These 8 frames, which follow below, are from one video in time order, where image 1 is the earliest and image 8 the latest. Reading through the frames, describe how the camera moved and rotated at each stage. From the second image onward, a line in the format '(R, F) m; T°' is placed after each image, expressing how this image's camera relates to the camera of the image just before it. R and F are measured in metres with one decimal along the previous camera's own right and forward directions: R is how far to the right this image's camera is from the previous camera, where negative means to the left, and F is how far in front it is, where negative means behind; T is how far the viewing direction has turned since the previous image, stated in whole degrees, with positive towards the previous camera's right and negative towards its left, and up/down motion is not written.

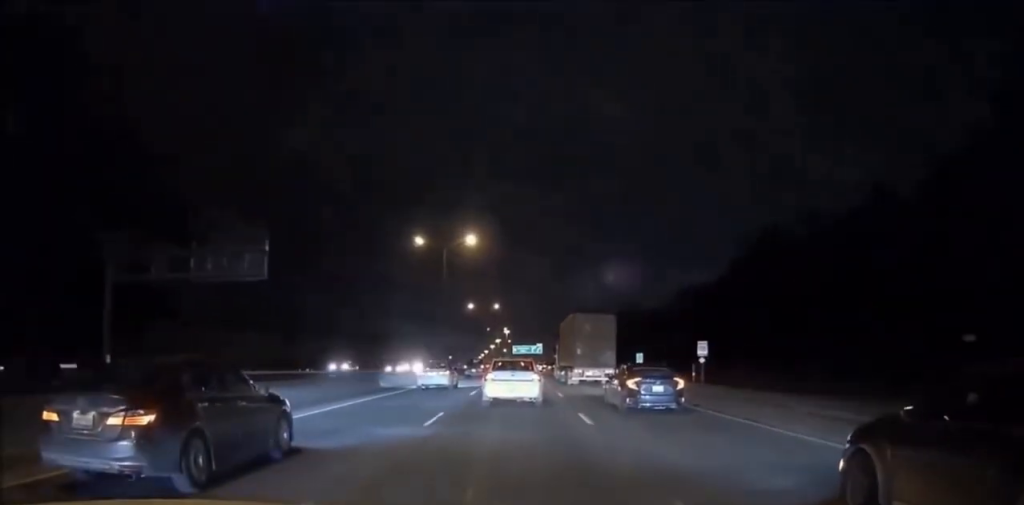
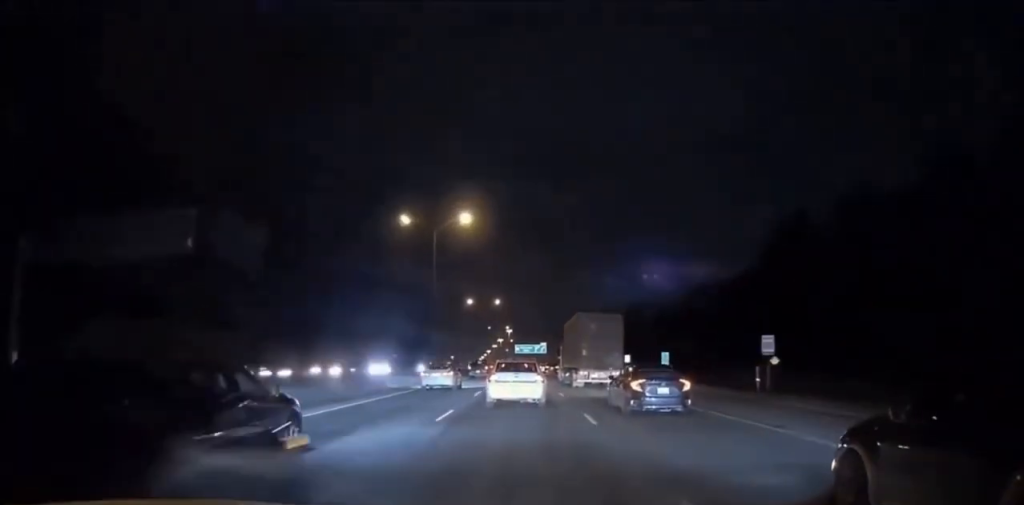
(0.0, +11.3) m; 0°
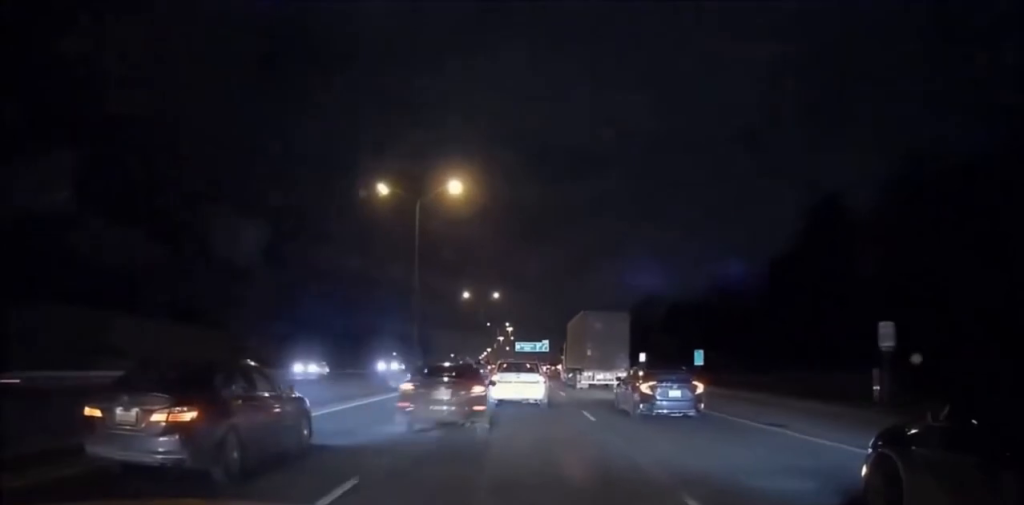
(0.0, +11.6) m; 0°
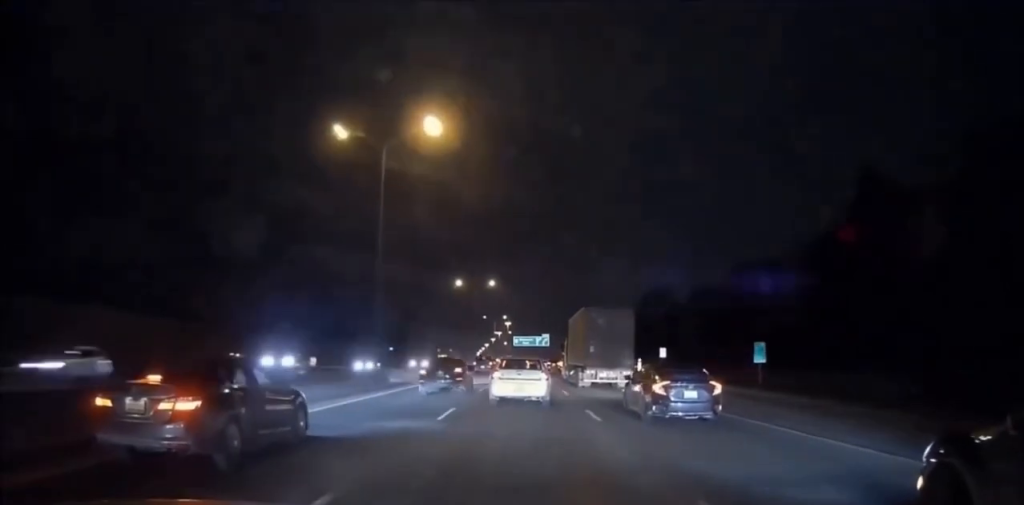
(0.0, +12.7) m; 0°
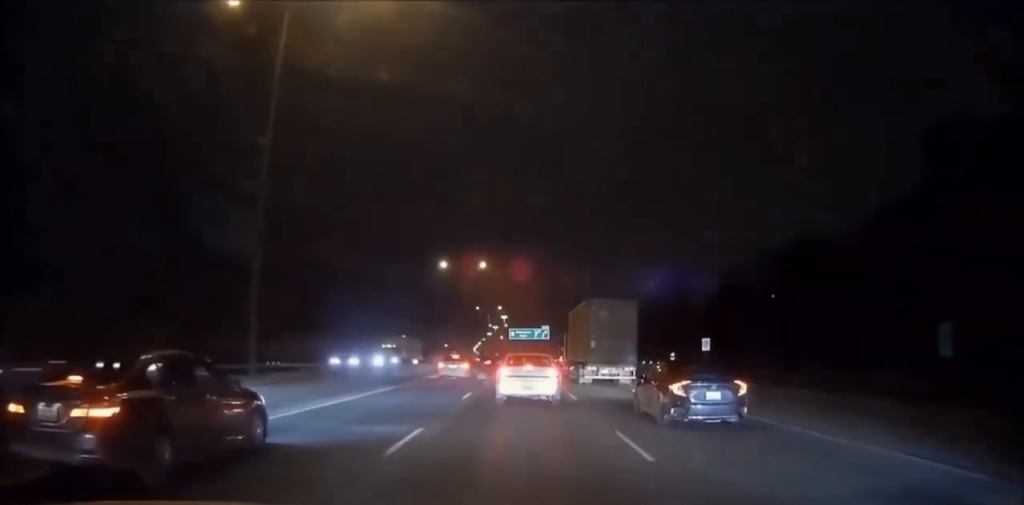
(0.0, +15.8) m; 0°
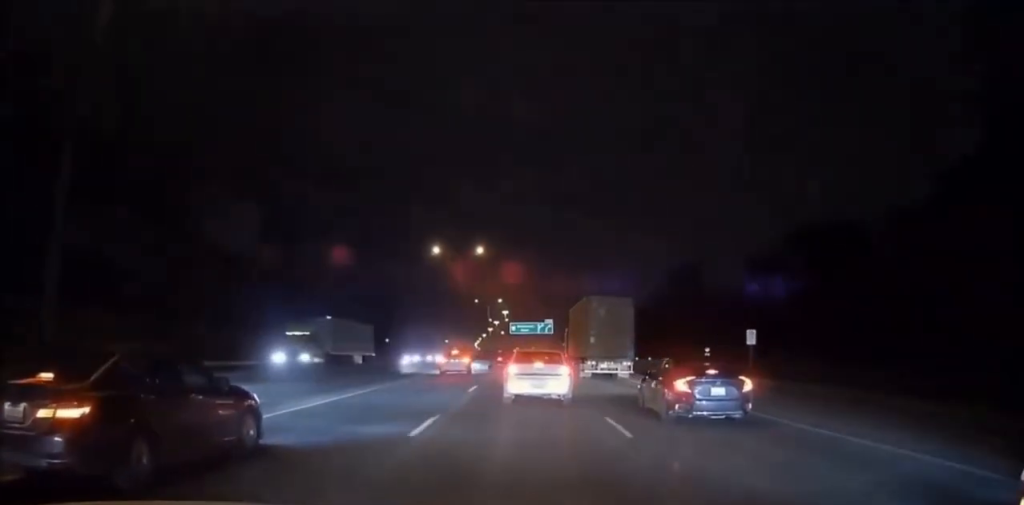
(-0.1, +8.8) m; 0°
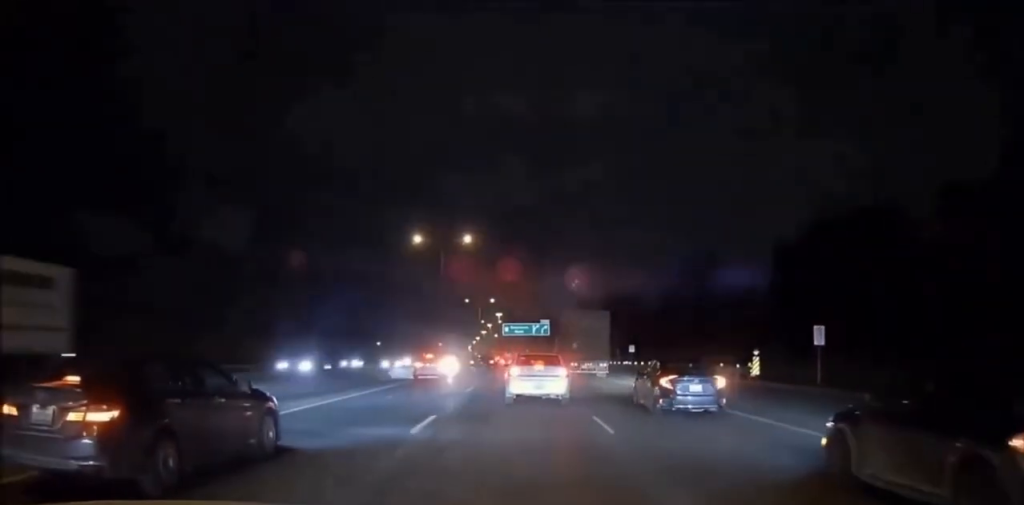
(+0.1, +9.8) m; +2°
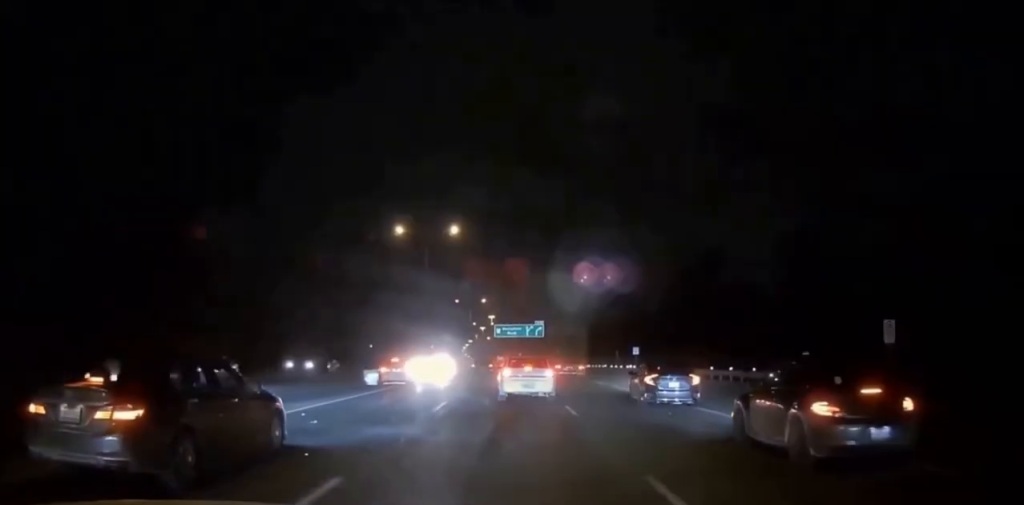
(+0.1, +7.0) m; +3°
